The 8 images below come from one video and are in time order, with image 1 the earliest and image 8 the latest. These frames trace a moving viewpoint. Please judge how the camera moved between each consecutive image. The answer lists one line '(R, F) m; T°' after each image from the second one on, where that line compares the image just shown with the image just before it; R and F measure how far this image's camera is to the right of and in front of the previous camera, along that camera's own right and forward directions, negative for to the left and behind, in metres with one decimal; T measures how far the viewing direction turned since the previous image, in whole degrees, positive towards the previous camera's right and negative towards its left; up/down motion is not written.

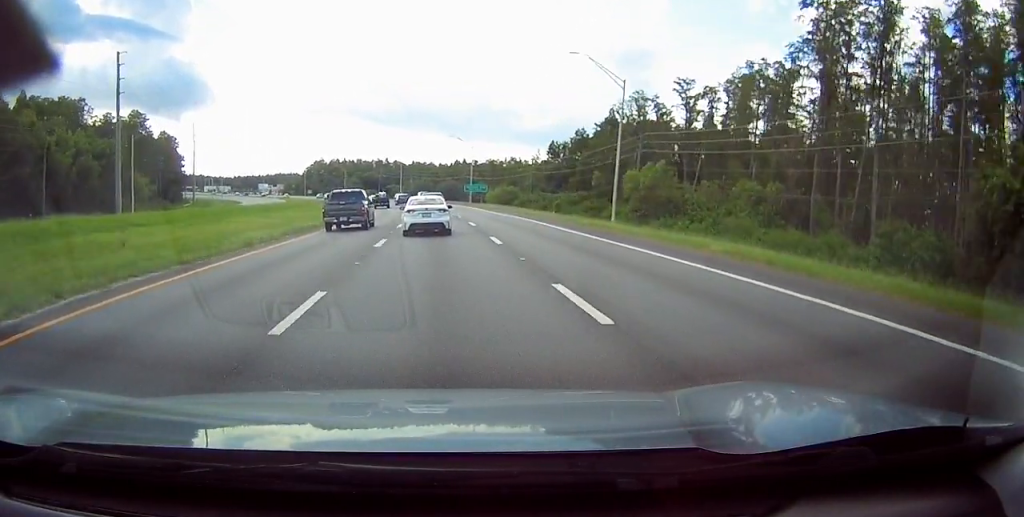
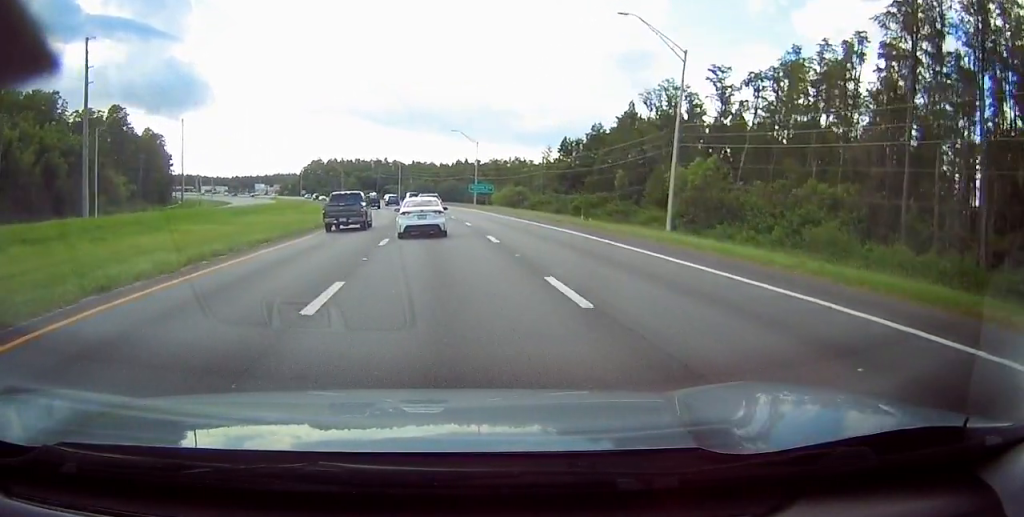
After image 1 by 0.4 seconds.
(+0.1, +10.9) m; 0°
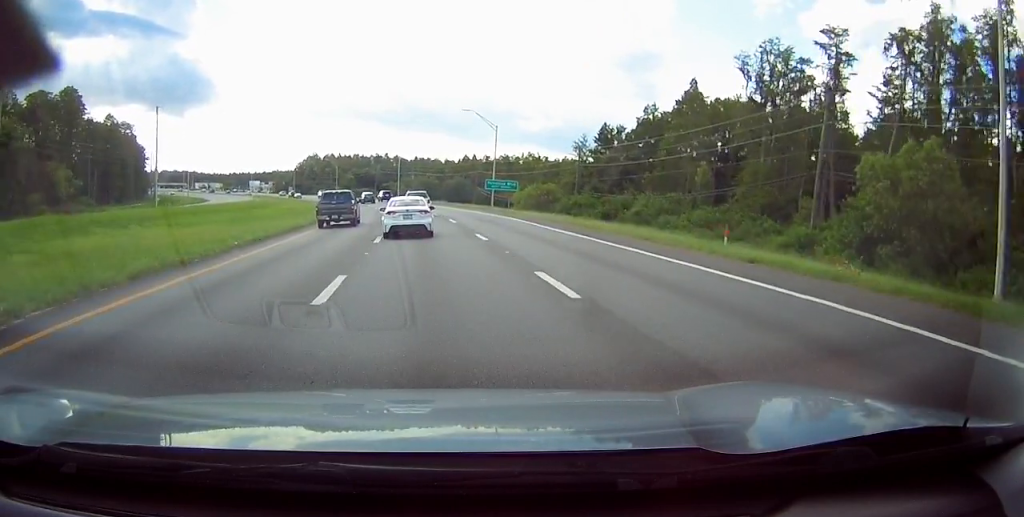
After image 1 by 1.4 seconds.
(0.0, +23.6) m; -1°
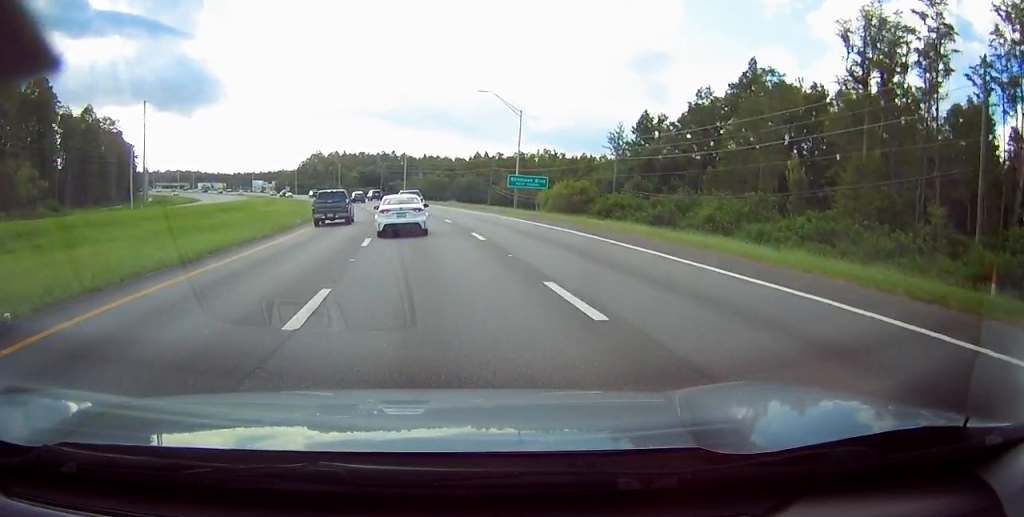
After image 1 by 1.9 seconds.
(0.0, +13.9) m; -1°
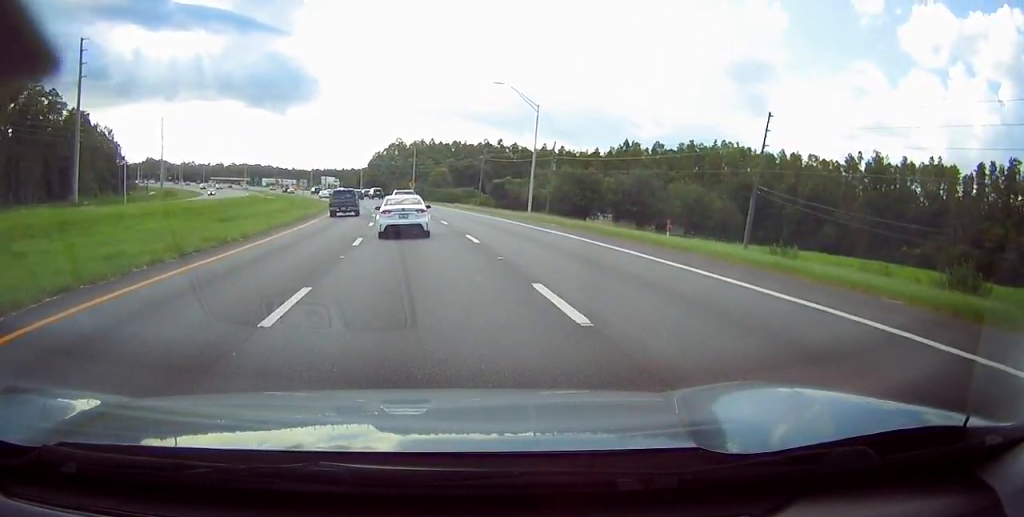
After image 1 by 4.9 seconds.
(-6.2, +72.0) m; -9°
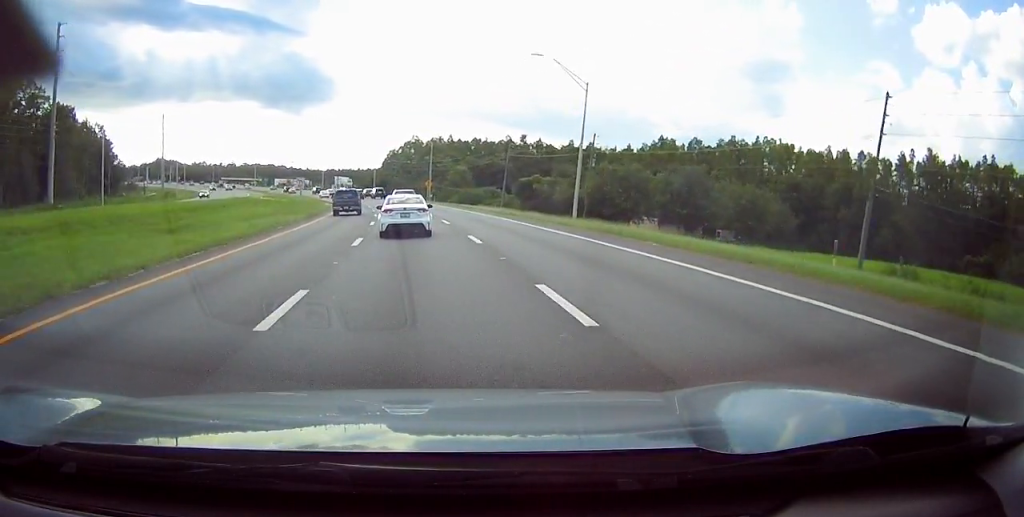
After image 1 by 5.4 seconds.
(-0.1, +12.5) m; -1°
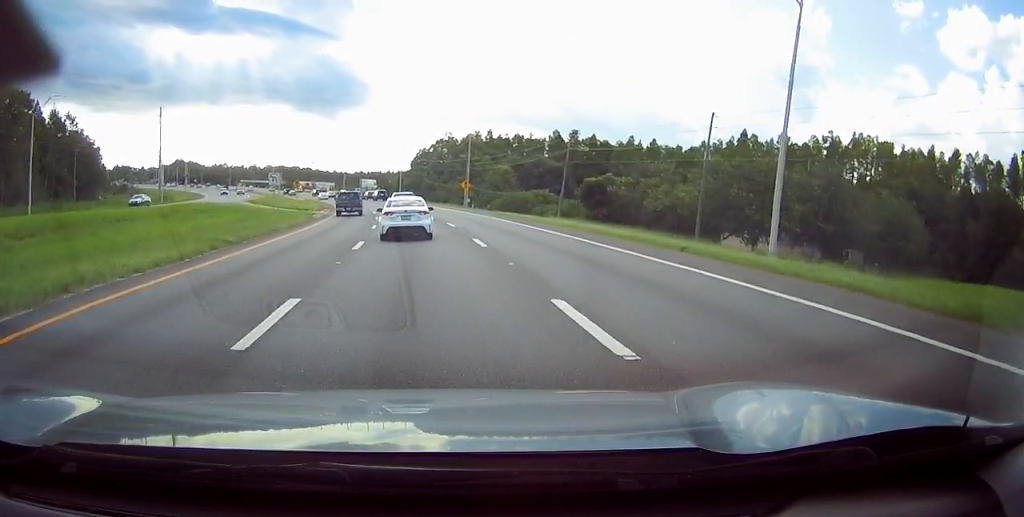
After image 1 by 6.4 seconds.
(-0.7, +25.2) m; -3°
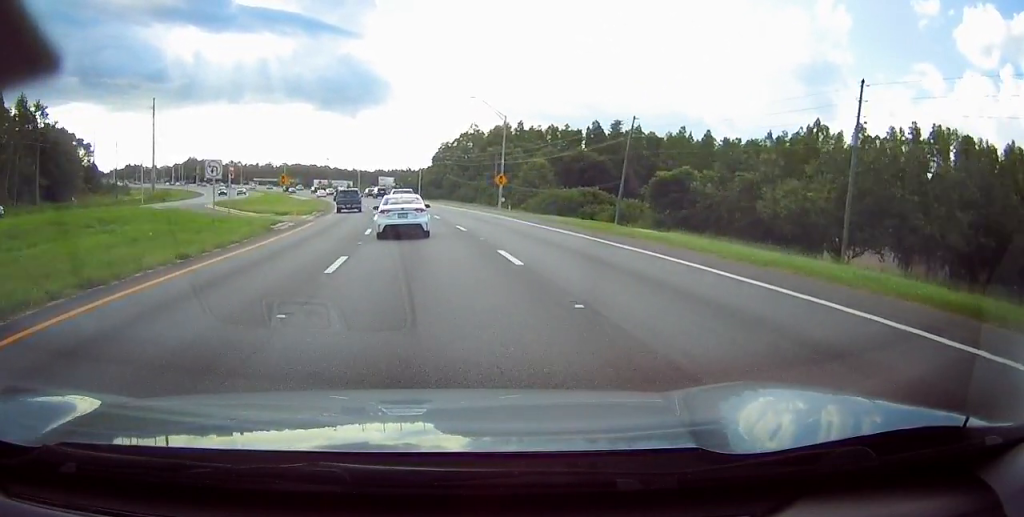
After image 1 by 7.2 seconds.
(-0.3, +17.9) m; -2°
